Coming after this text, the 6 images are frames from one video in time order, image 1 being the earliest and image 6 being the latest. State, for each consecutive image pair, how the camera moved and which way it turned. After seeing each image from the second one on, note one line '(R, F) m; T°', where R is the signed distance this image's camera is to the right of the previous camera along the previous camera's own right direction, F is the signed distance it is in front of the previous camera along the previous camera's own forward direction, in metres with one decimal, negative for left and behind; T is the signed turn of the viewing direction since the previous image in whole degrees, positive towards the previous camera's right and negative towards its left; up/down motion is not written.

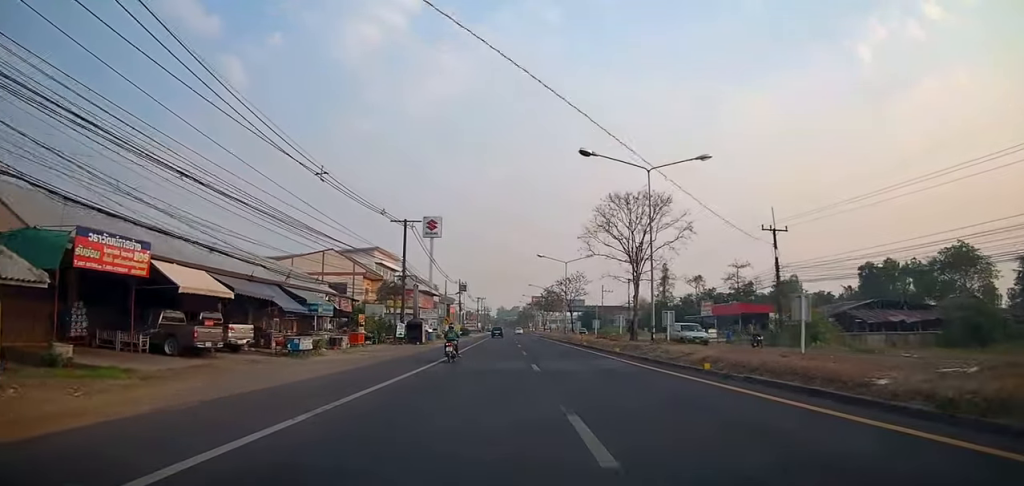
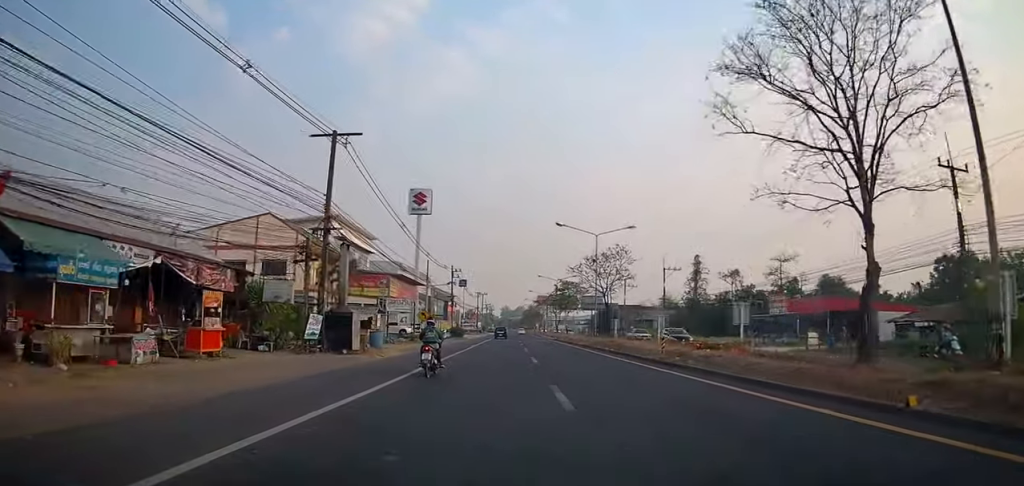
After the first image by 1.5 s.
(+1.0, +20.1) m; +3°
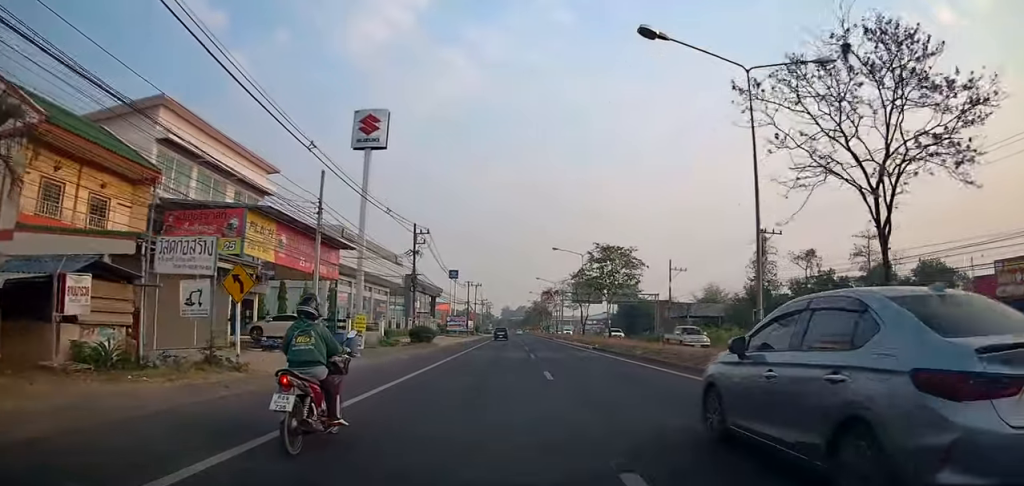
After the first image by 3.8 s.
(0.0, +30.8) m; 0°
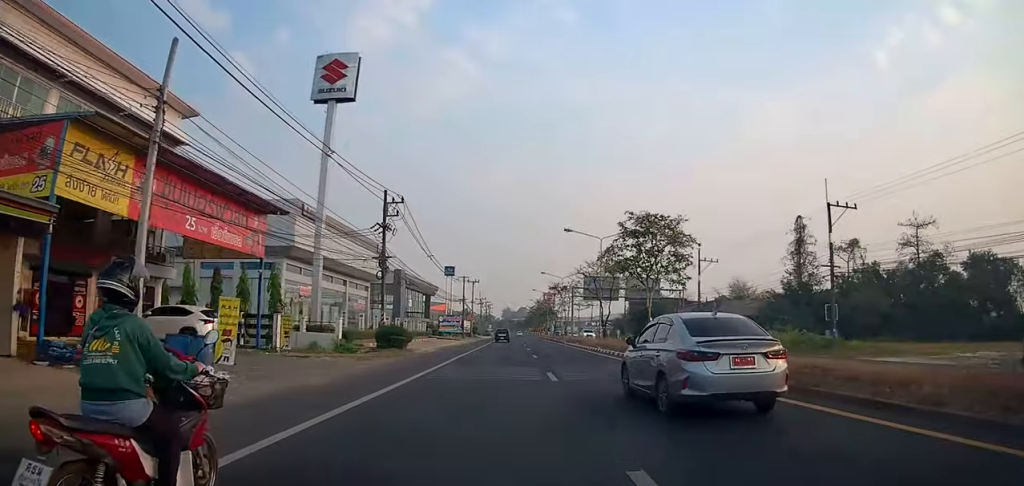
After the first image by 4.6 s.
(0.0, +11.9) m; 0°
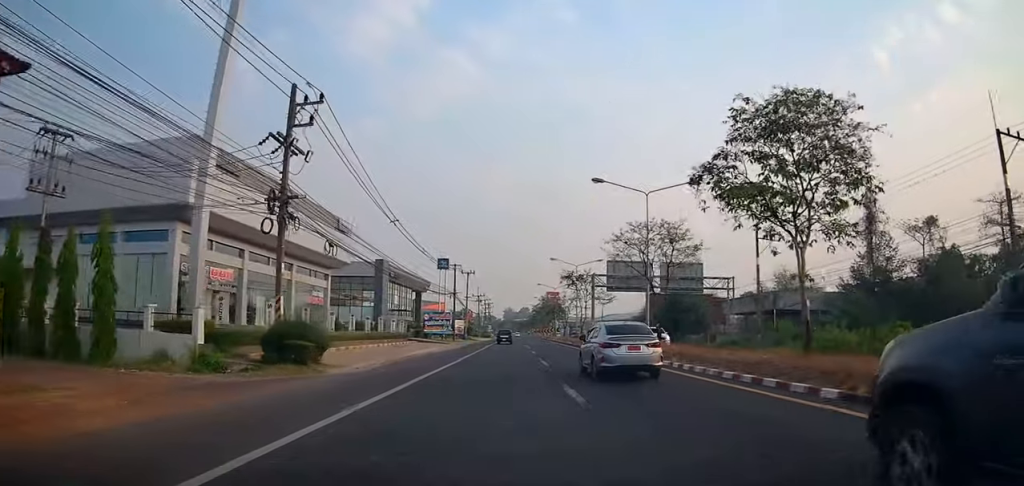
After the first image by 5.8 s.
(0.0, +16.4) m; -3°
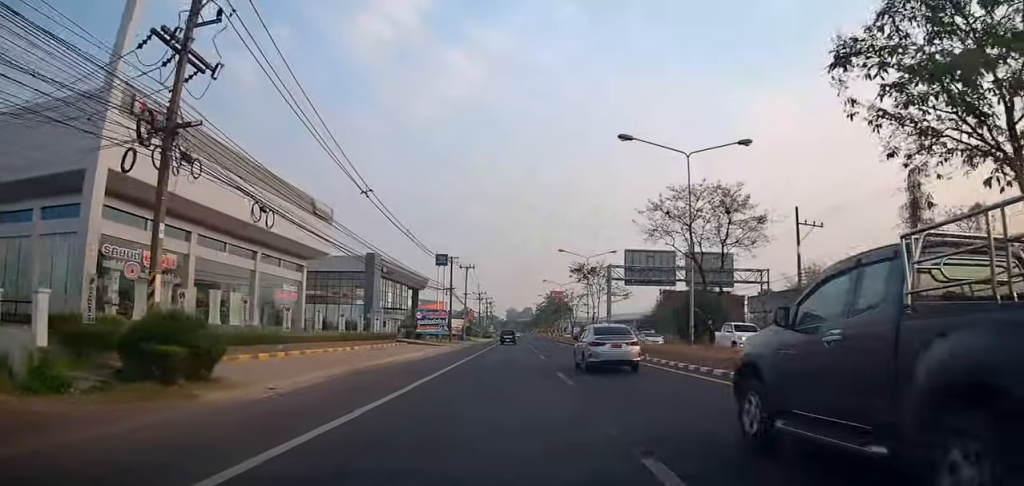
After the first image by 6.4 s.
(-0.1, +7.4) m; -1°
